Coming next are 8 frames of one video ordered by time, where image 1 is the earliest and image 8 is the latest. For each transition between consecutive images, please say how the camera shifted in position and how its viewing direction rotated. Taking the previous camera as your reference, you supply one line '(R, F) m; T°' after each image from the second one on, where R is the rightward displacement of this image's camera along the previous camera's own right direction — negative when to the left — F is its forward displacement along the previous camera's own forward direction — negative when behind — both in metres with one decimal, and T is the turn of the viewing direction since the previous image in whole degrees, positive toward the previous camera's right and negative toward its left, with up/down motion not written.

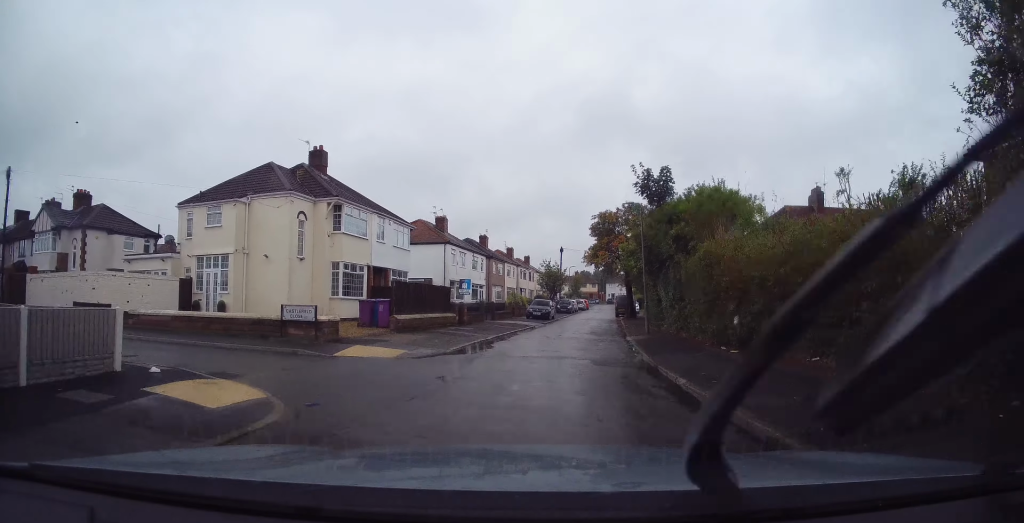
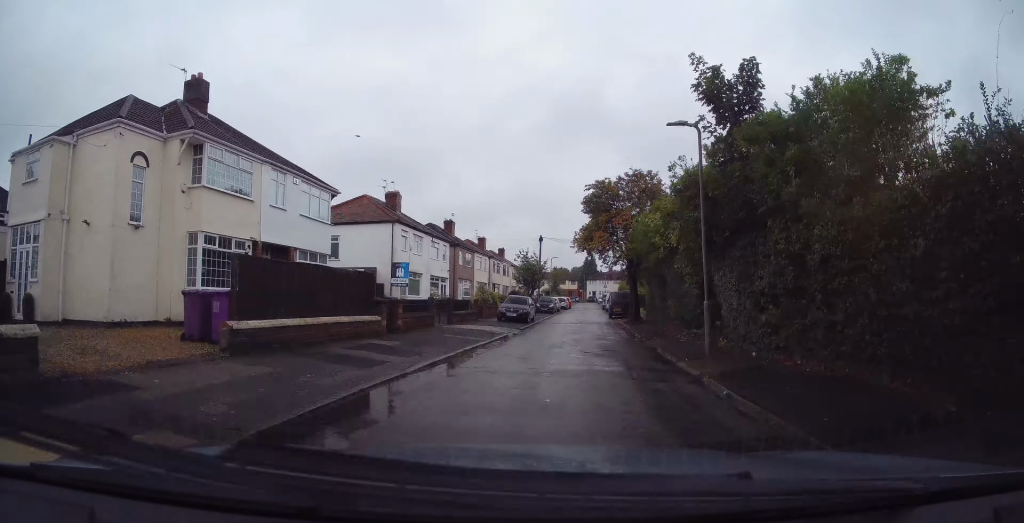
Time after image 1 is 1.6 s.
(+0.1, +9.7) m; +1°
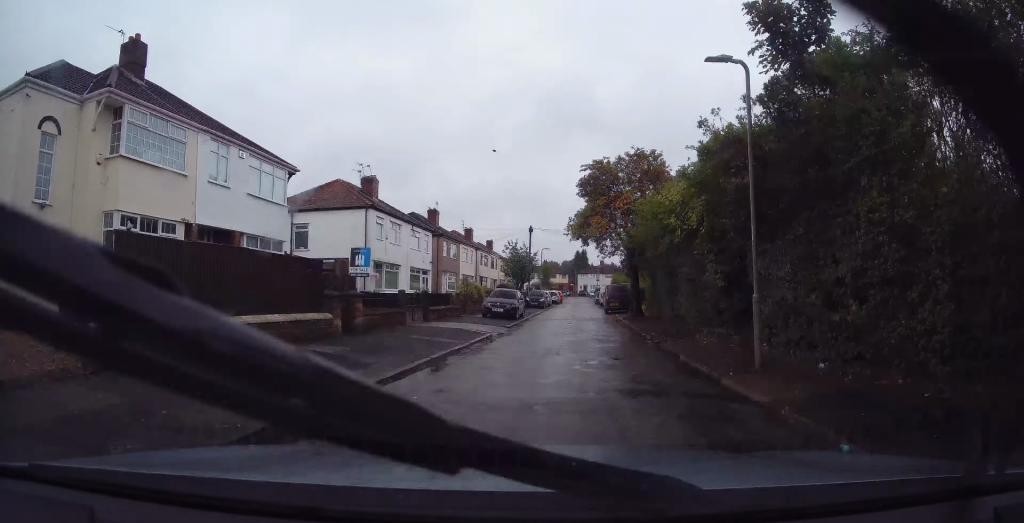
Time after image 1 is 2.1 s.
(0.0, +3.3) m; 0°
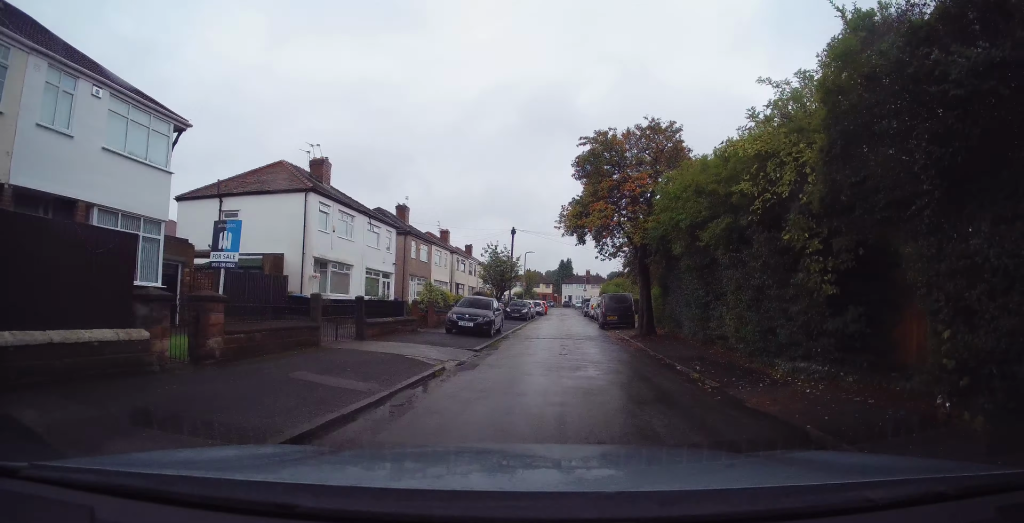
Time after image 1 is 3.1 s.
(0.0, +6.5) m; +2°
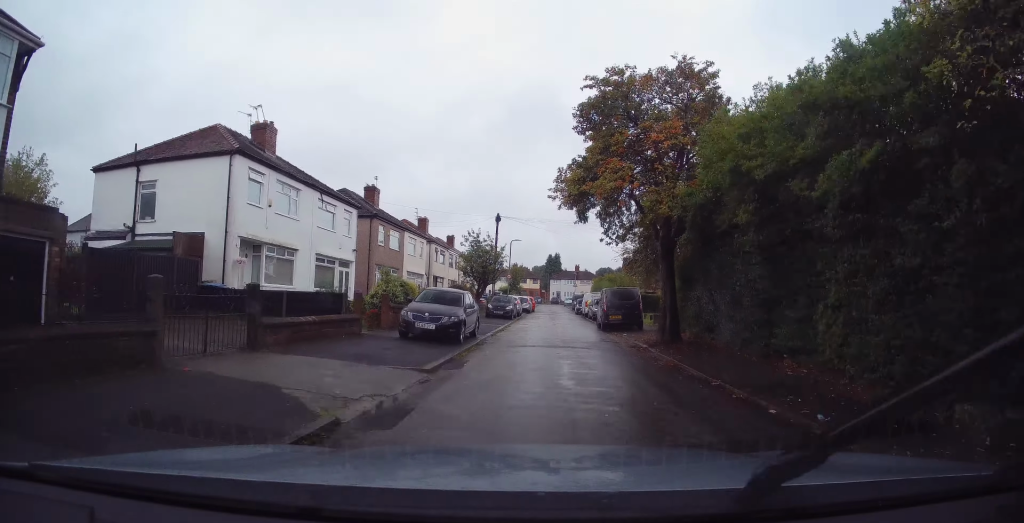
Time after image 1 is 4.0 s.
(+0.2, +5.4) m; +2°
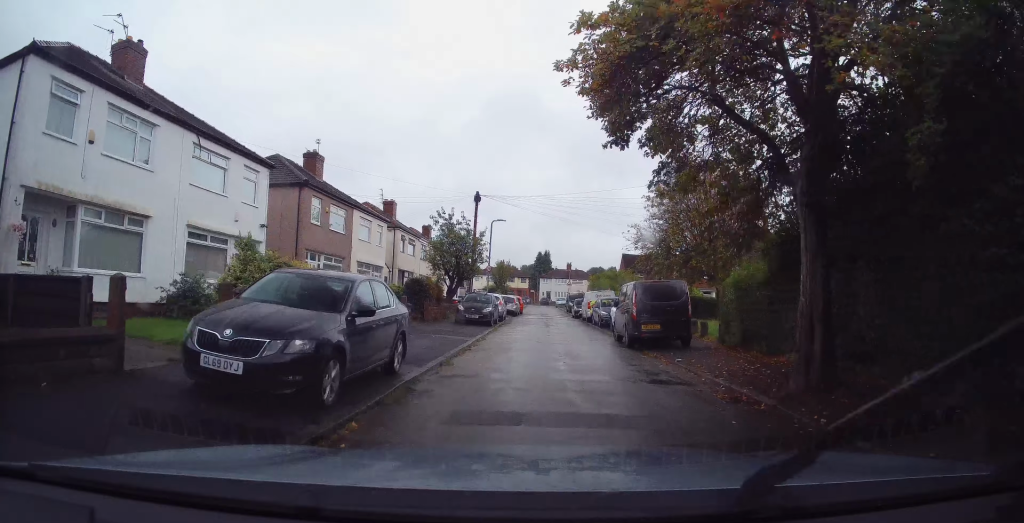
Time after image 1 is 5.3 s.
(+0.1, +9.1) m; 0°
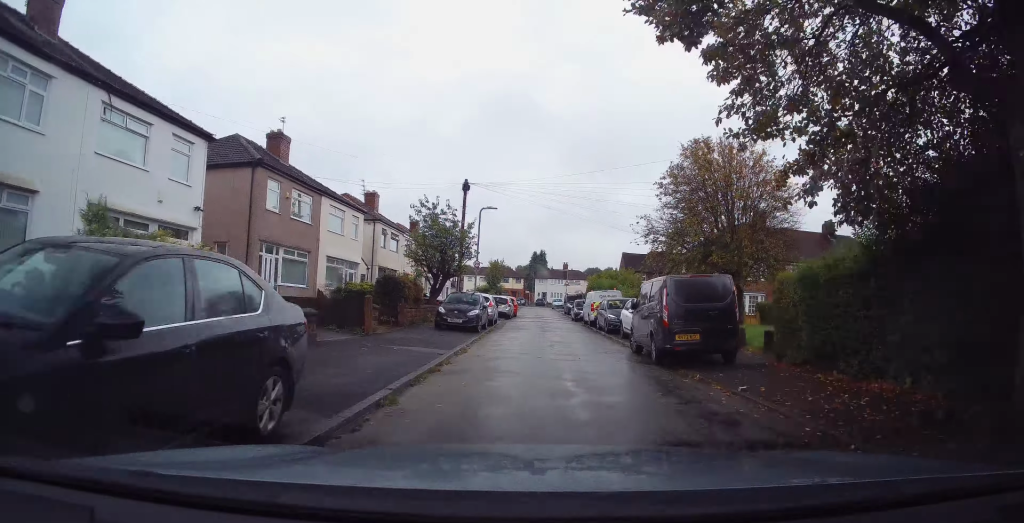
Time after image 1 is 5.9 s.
(0.0, +4.0) m; -2°
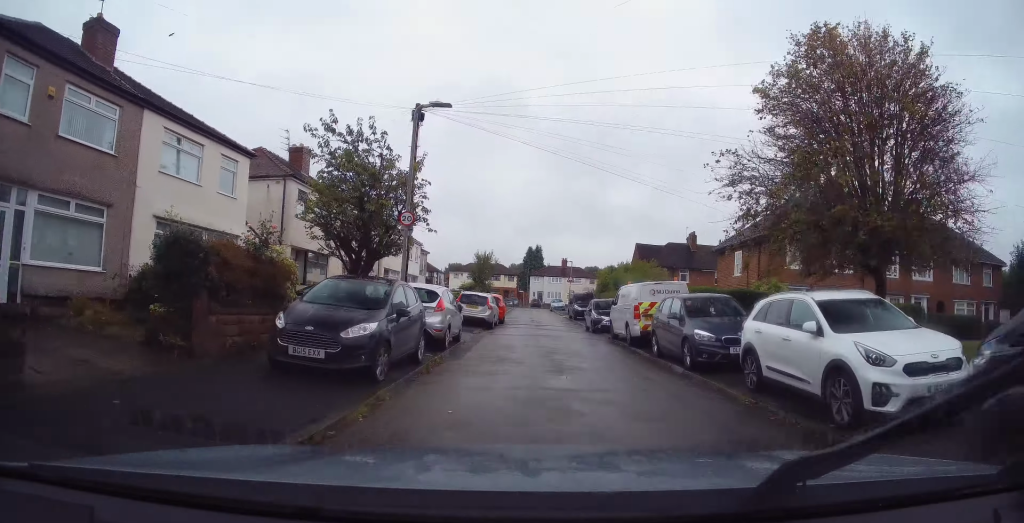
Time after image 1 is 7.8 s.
(-0.2, +13.1) m; +2°
